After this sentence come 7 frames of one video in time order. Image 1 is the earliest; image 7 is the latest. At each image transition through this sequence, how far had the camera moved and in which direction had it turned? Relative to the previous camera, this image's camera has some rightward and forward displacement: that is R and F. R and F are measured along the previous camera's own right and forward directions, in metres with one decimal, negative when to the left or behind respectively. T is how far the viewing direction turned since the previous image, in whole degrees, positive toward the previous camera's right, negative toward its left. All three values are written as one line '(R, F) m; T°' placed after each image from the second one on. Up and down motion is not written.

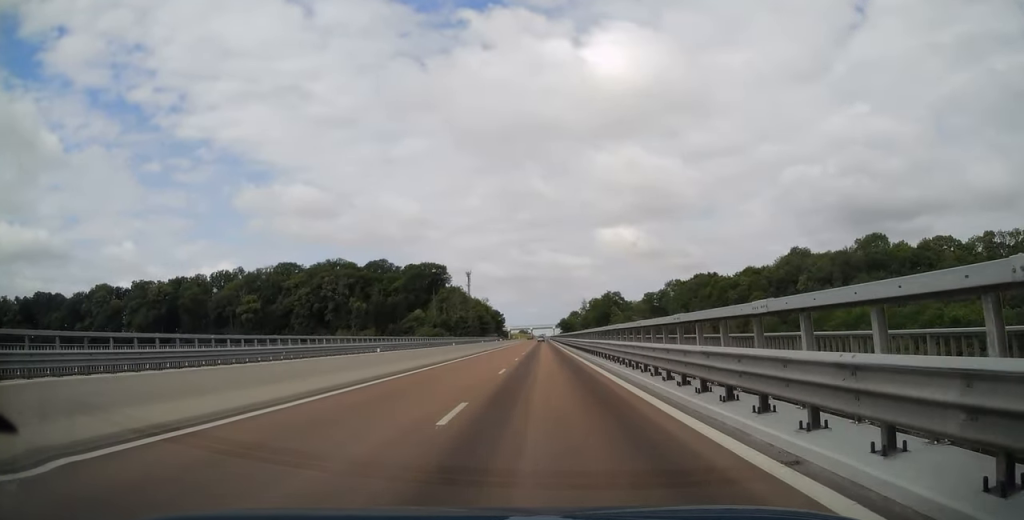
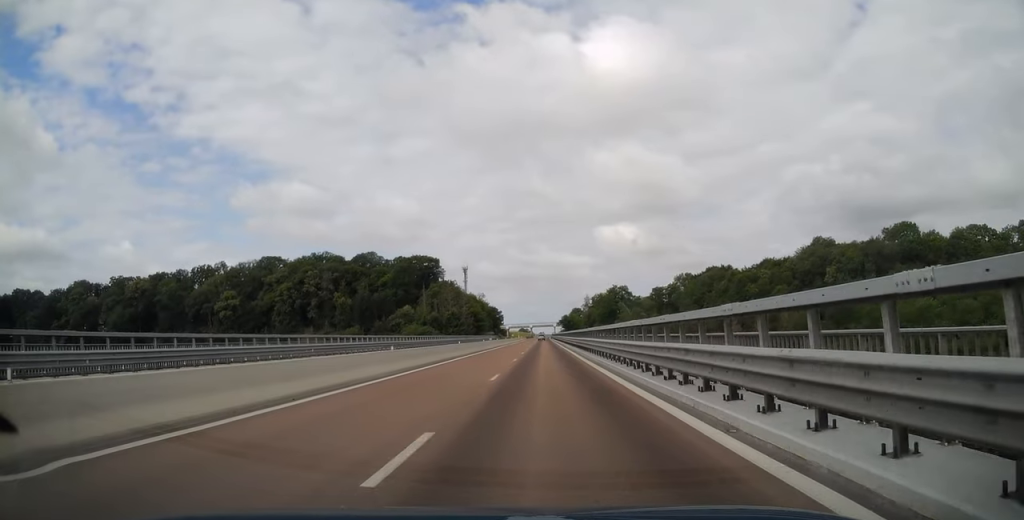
(+0.1, +16.6) m; 0°
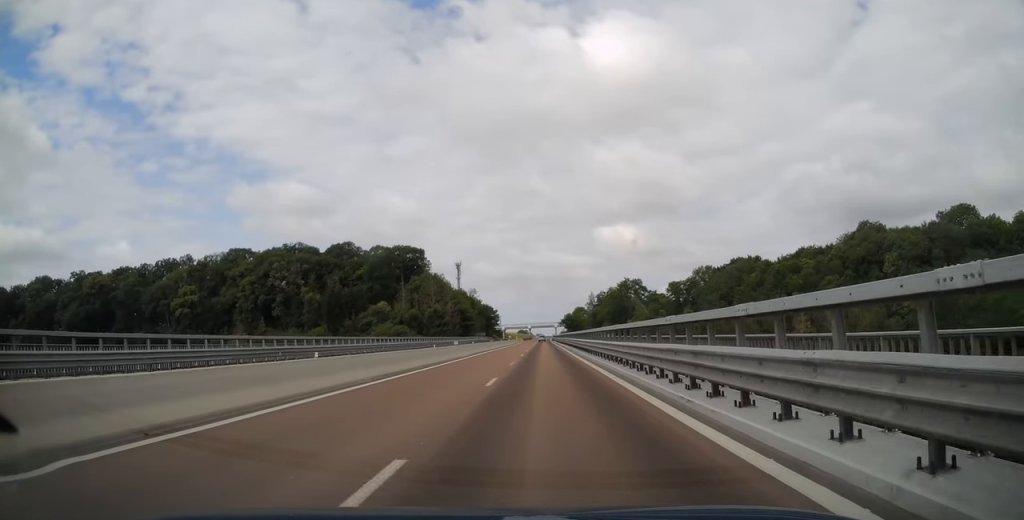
(-0.3, +27.3) m; 0°
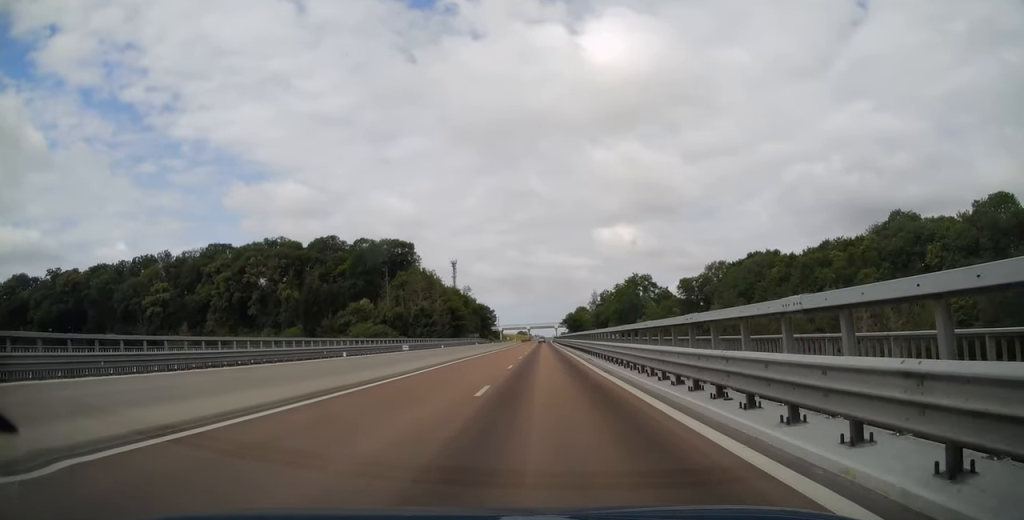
(+0.2, +15.1) m; 0°
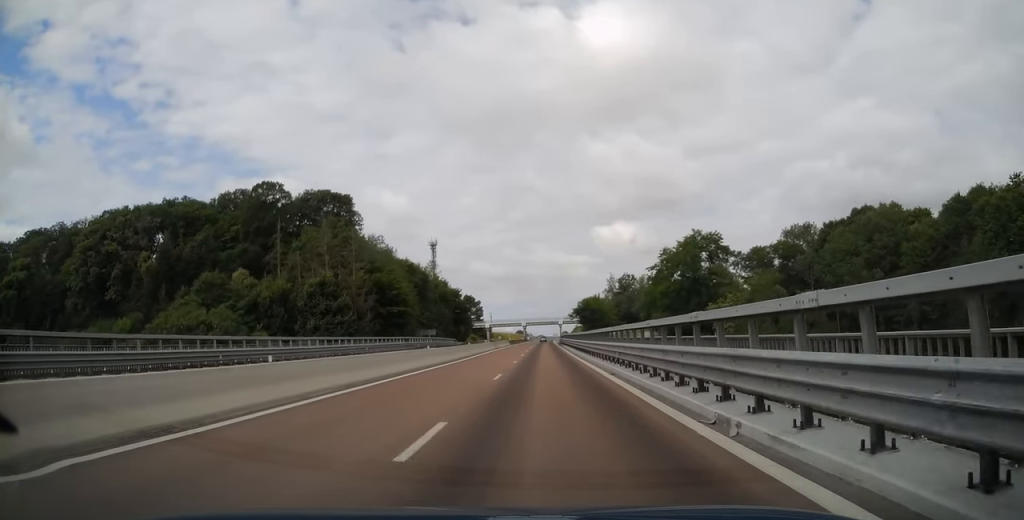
(-0.6, +58.6) m; 0°
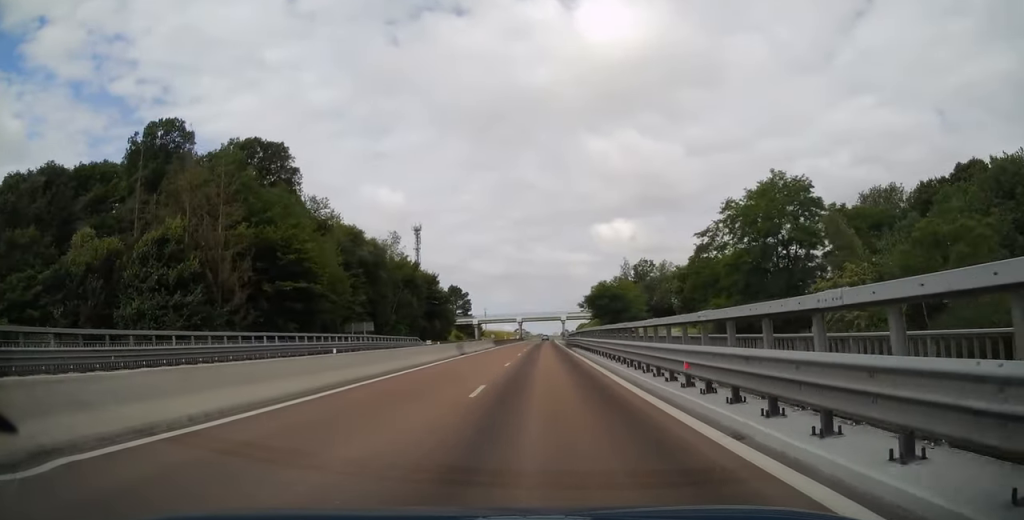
(+0.3, +31.7) m; +1°
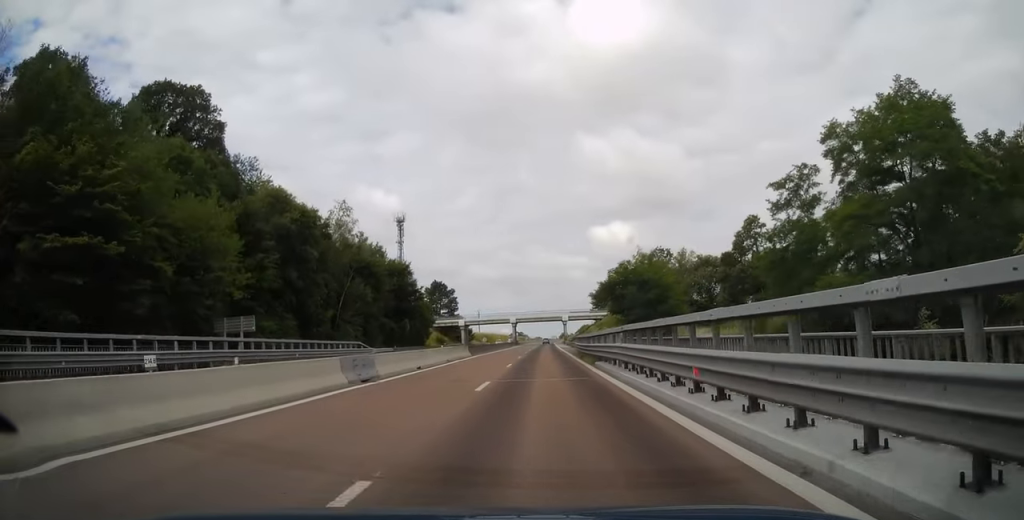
(+0.1, +23.5) m; 0°
